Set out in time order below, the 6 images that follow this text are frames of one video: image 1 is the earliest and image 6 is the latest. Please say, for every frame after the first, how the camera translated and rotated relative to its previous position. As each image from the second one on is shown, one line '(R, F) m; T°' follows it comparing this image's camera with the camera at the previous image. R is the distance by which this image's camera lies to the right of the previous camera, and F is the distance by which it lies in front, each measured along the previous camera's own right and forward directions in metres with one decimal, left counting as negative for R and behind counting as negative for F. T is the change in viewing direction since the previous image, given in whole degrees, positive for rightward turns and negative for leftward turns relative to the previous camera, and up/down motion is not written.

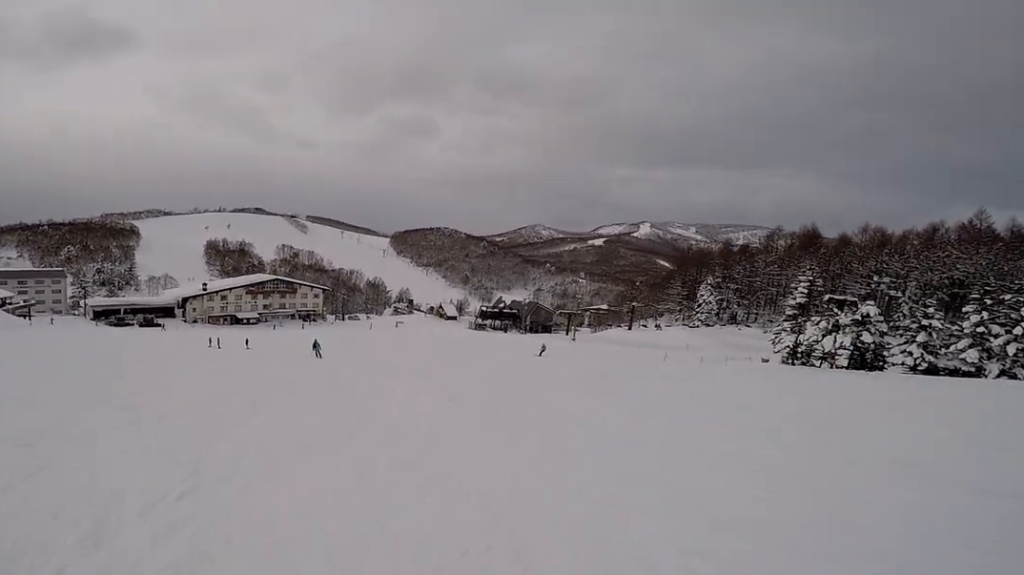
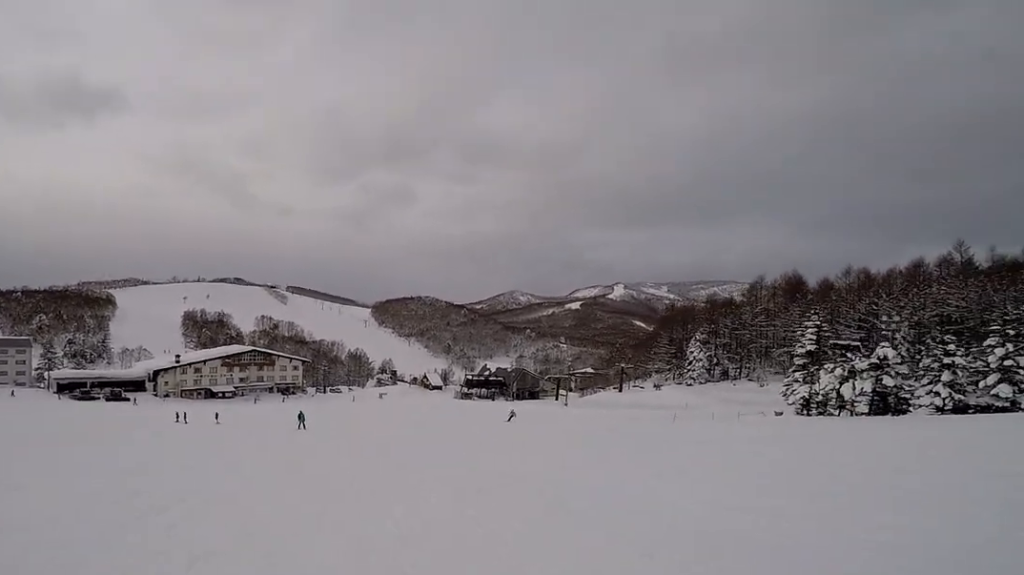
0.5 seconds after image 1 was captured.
(-0.6, +4.6) m; +2°
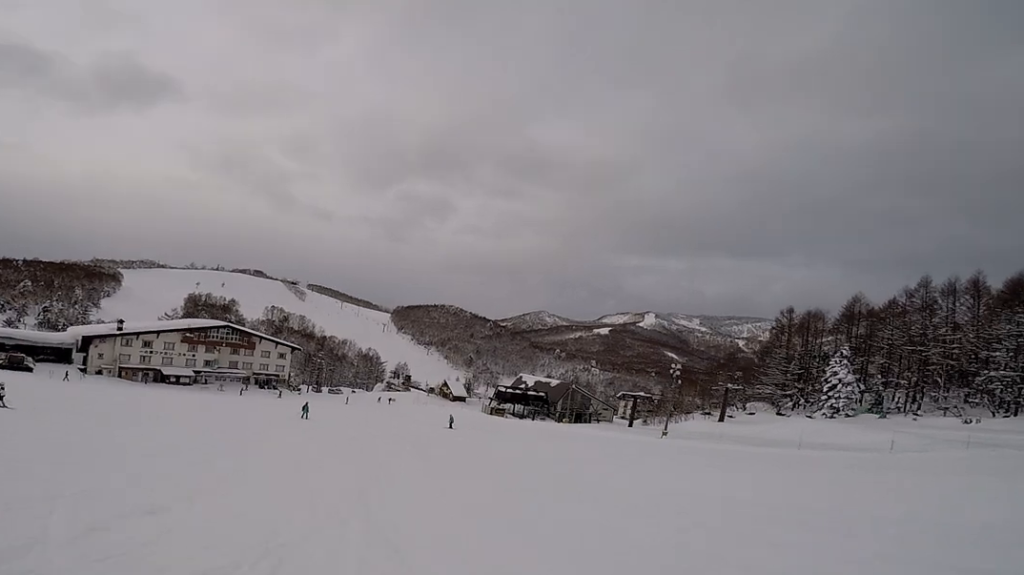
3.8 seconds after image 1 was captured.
(+0.2, +32.0) m; +1°
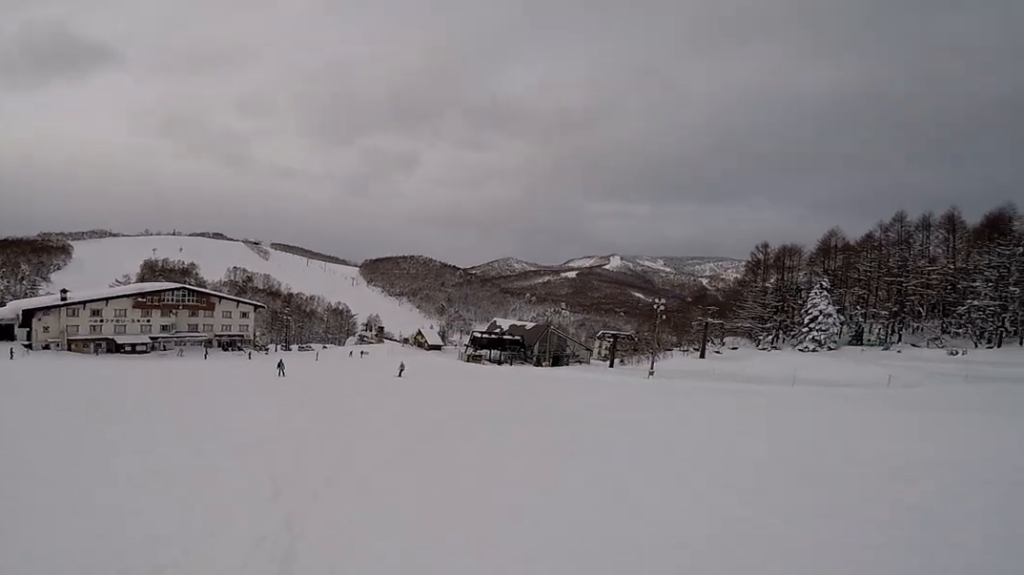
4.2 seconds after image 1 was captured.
(0.0, +4.3) m; 0°
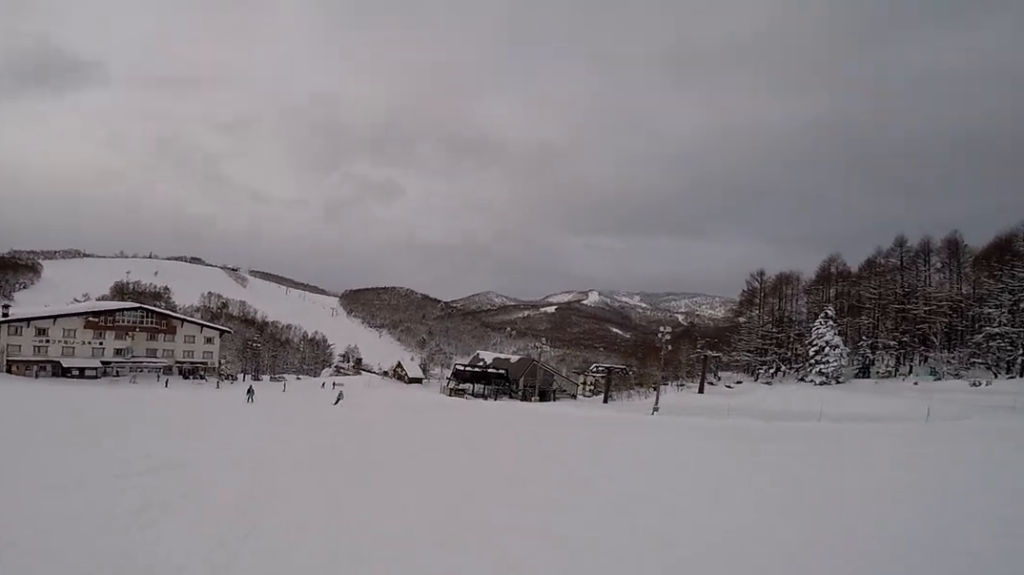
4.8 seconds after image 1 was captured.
(0.0, +7.0) m; 0°
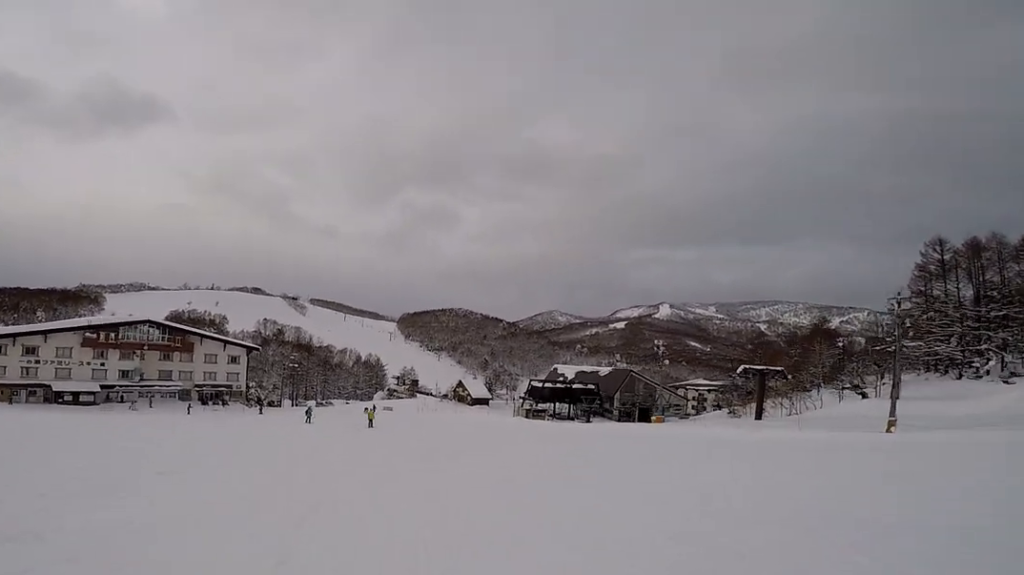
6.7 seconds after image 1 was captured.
(0.0, +19.3) m; -1°
